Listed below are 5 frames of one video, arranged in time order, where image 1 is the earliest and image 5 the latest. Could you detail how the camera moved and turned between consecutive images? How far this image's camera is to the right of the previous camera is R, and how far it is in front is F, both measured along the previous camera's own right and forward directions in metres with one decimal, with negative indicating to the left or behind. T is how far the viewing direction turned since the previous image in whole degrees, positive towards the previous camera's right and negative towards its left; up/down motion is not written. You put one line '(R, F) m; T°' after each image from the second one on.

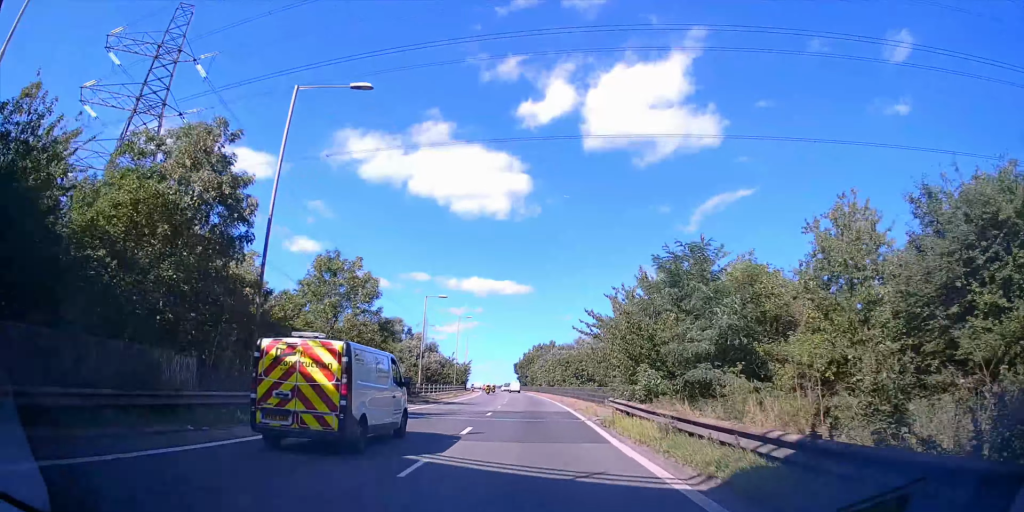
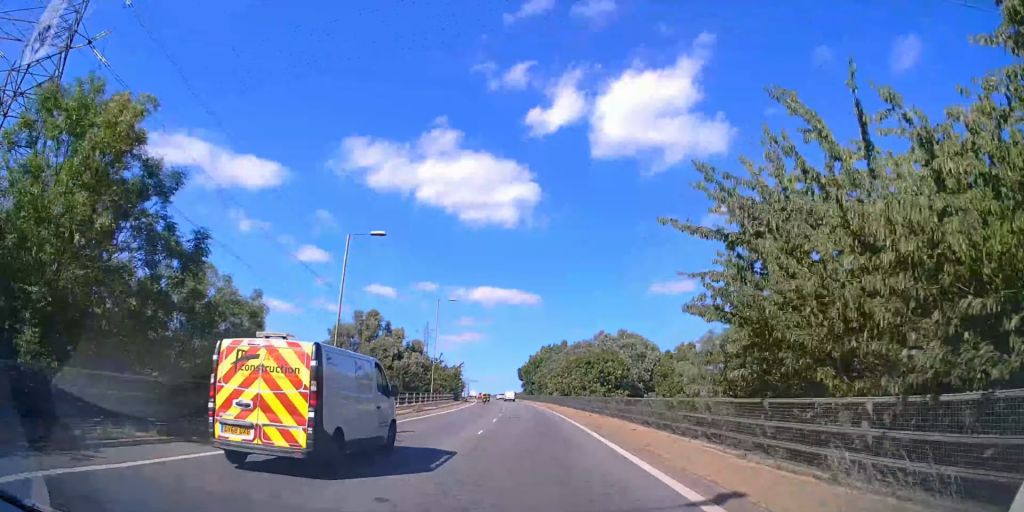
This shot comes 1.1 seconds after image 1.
(+0.1, +23.3) m; -1°
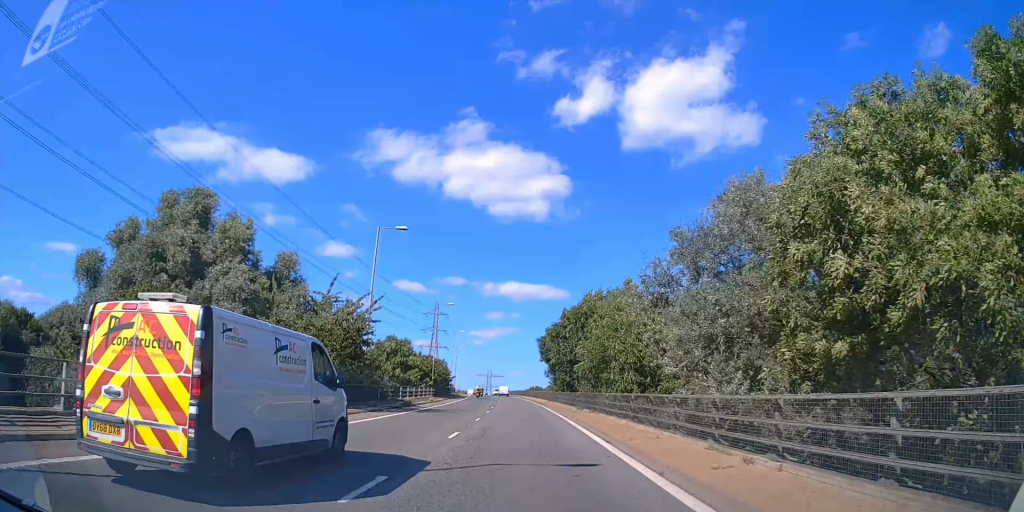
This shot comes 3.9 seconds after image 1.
(-0.8, +57.1) m; -2°
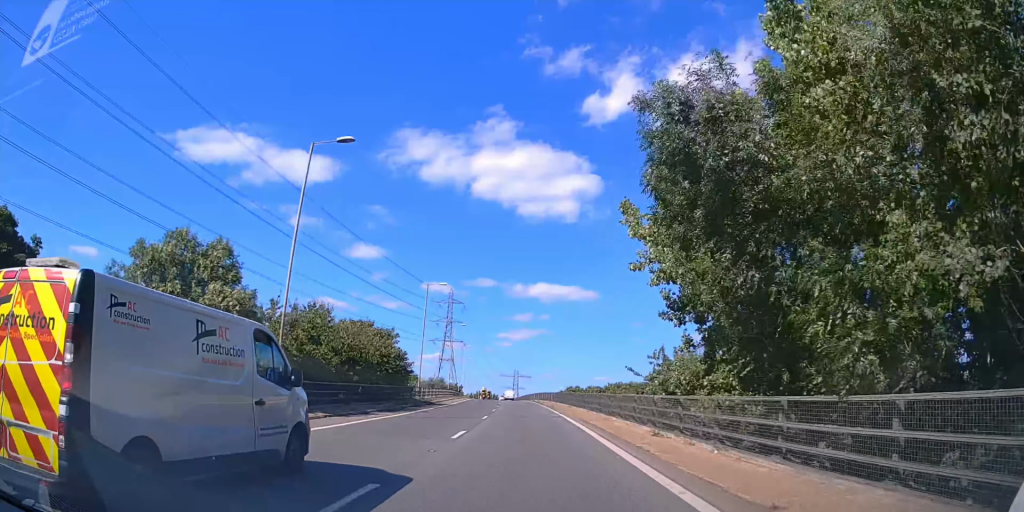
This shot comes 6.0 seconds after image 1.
(-1.2, +44.6) m; -3°
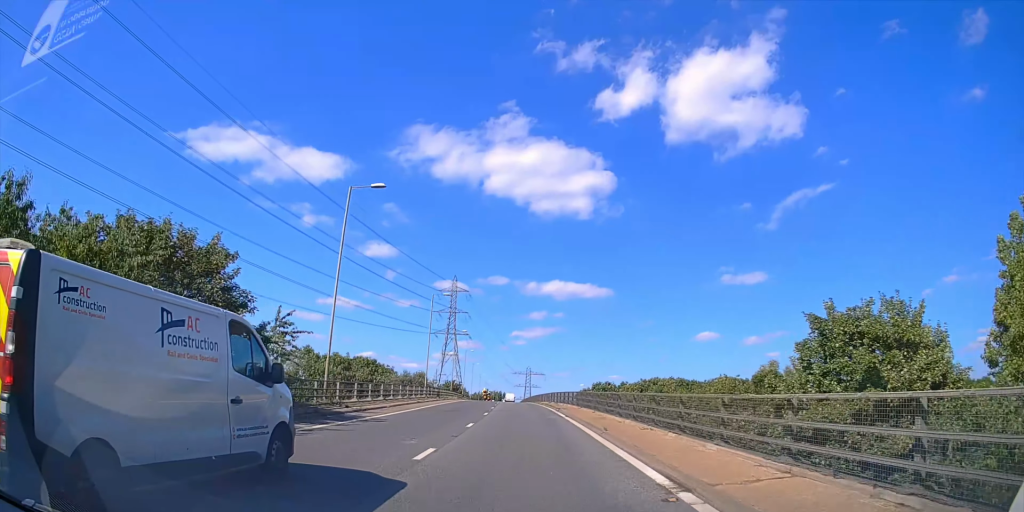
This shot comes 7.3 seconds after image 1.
(-0.7, +26.3) m; -2°
